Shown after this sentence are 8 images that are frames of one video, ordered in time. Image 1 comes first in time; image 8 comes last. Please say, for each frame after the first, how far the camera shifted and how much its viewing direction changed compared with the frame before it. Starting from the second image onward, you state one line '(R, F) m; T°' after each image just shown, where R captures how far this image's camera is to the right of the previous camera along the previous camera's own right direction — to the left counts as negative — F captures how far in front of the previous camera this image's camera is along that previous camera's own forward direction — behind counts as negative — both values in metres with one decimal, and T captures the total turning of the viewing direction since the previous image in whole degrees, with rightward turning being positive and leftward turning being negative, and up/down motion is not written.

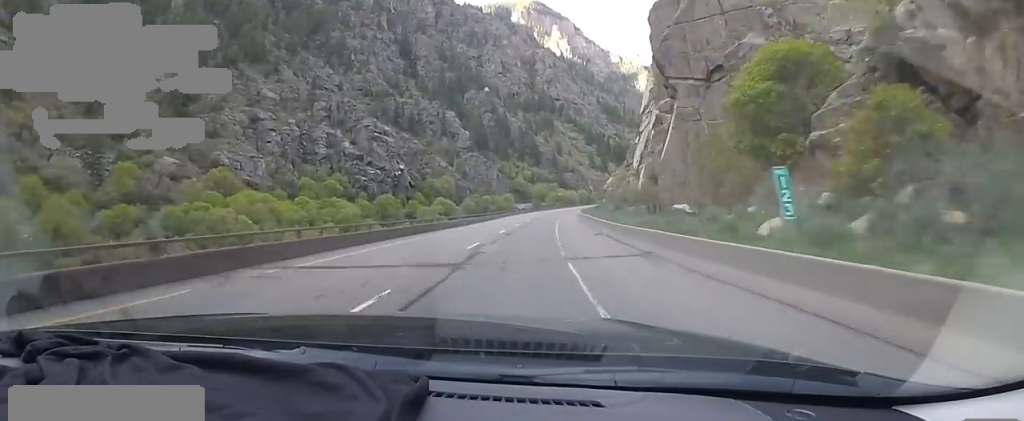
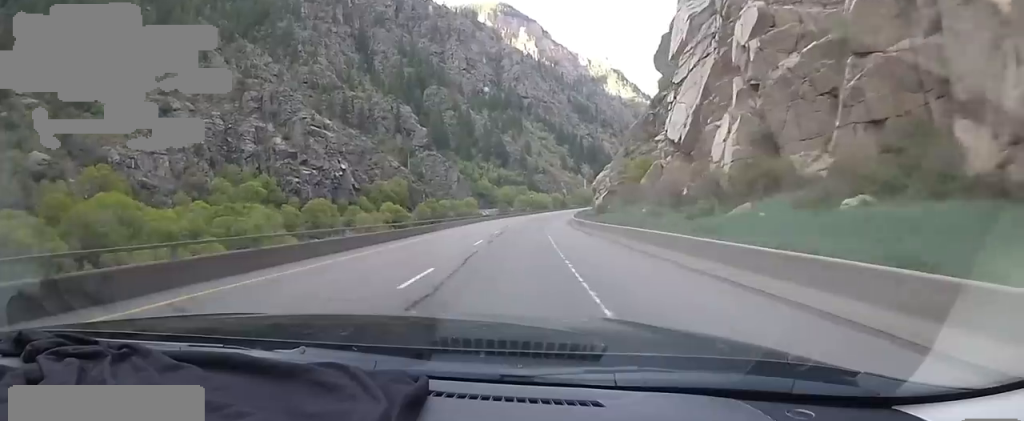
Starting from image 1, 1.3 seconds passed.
(+1.2, +32.9) m; +4°
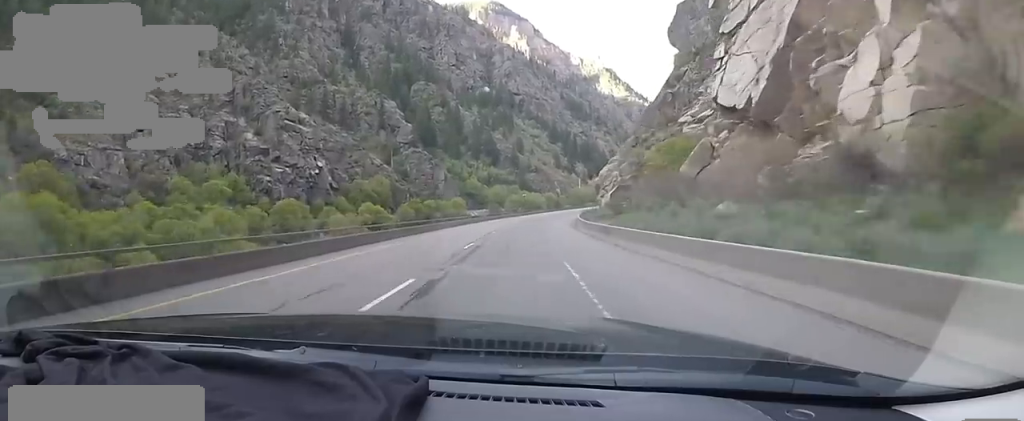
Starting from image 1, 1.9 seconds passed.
(+0.2, +14.0) m; +2°
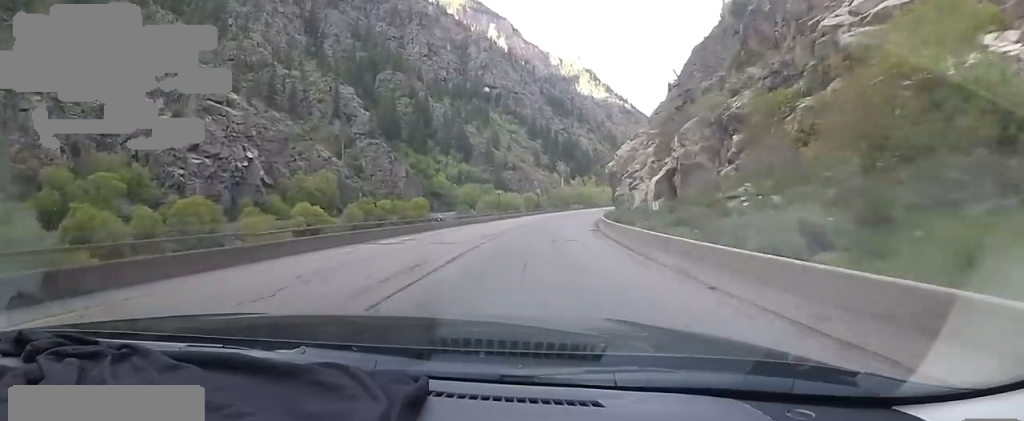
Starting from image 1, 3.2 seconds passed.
(+0.9, +31.2) m; +4°
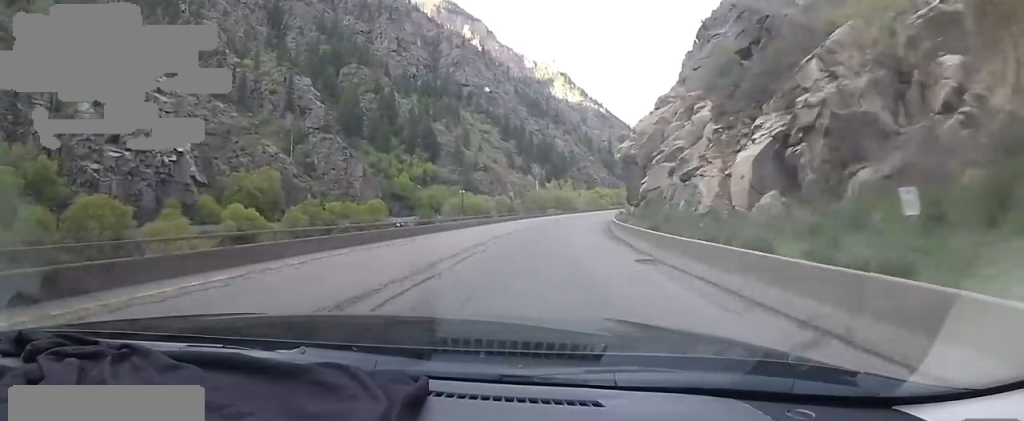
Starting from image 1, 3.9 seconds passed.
(+0.5, +18.7) m; +2°
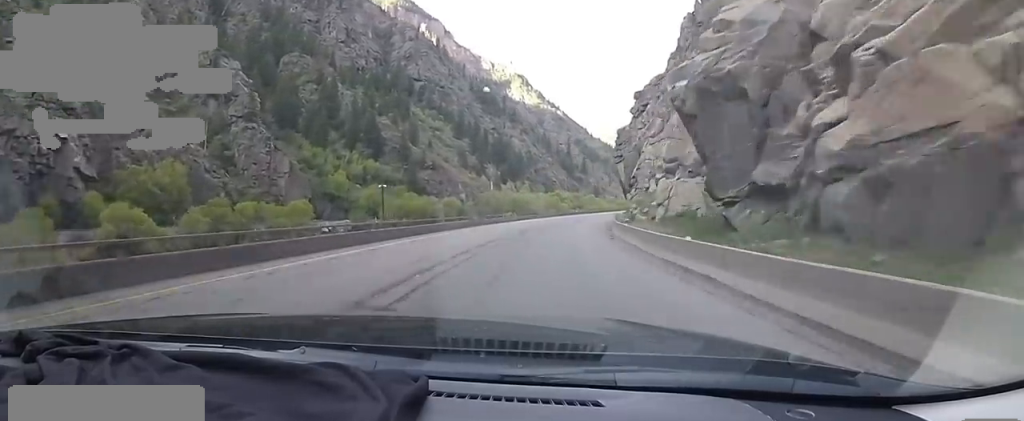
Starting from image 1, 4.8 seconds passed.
(+0.5, +21.2) m; +3°
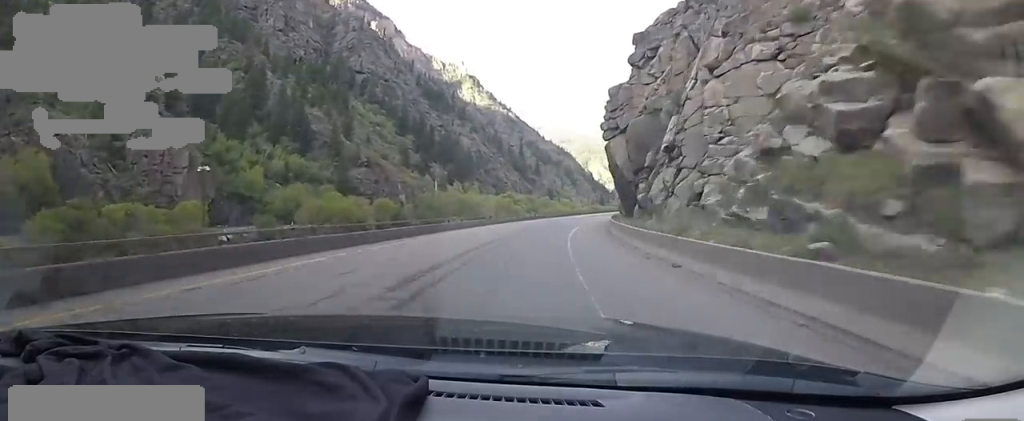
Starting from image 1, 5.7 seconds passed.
(+0.4, +22.7) m; +5°
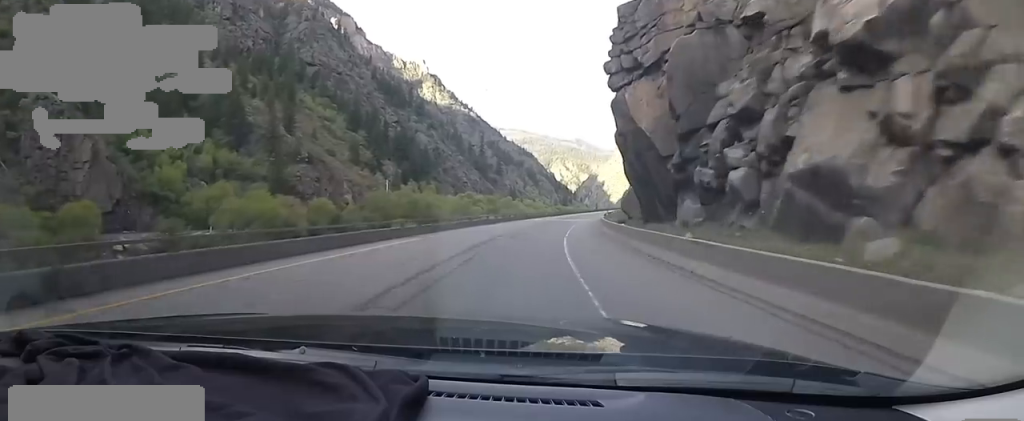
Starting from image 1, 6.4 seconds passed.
(+0.8, +17.1) m; +5°
